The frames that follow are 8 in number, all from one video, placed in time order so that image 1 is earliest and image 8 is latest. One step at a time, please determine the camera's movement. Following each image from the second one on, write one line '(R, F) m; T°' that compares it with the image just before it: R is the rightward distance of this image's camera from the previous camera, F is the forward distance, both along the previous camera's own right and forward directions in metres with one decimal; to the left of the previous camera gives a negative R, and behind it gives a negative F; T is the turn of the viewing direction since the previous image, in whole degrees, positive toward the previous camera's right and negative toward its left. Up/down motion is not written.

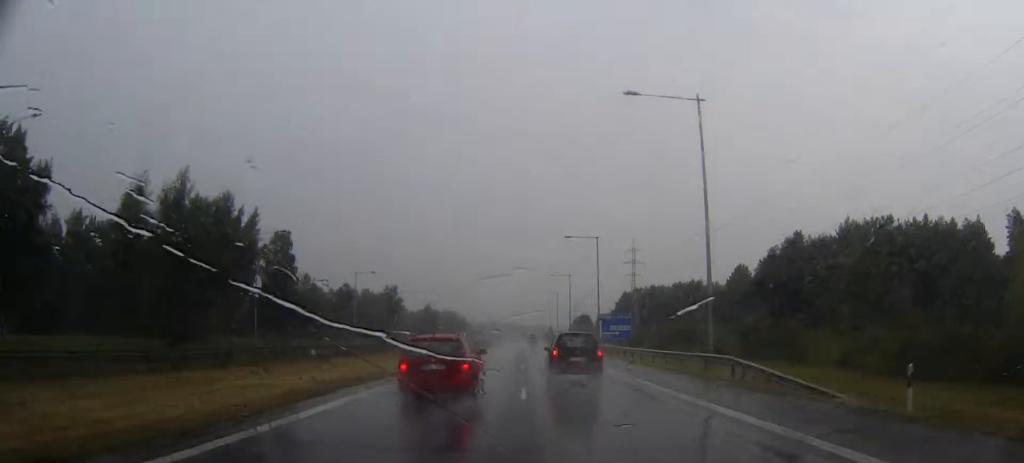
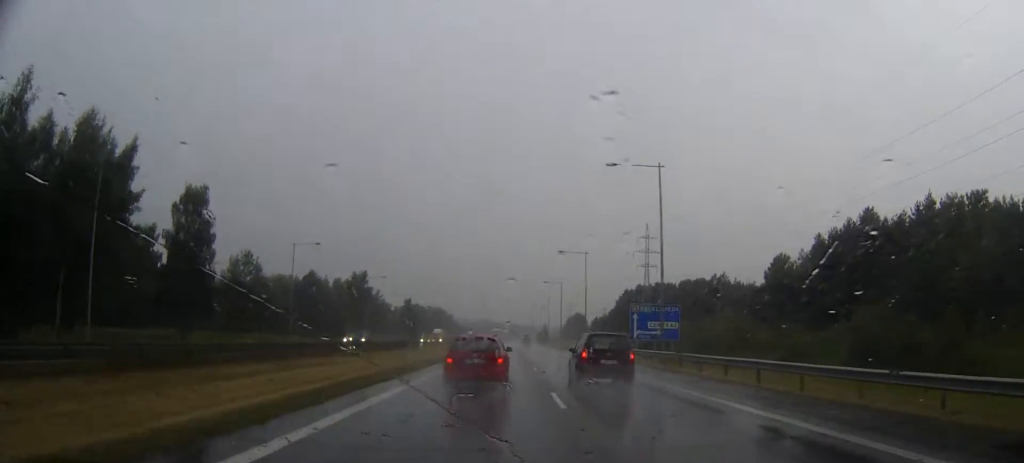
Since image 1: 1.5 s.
(+0.4, +33.5) m; +1°
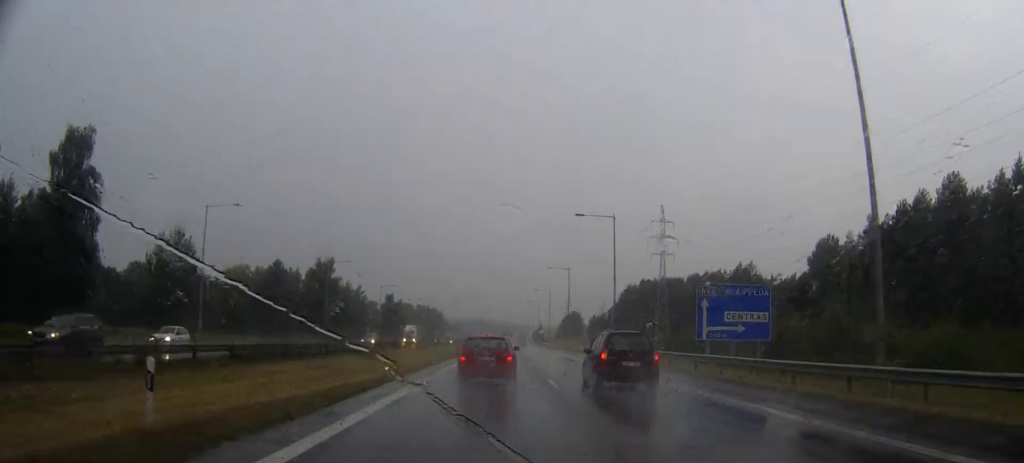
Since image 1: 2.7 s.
(+0.2, +27.2) m; +1°
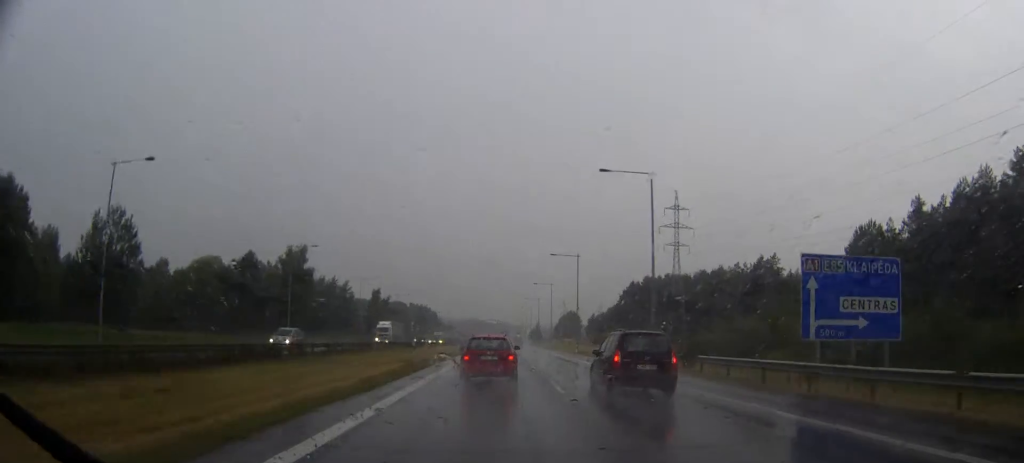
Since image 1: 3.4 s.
(+0.1, +17.4) m; 0°
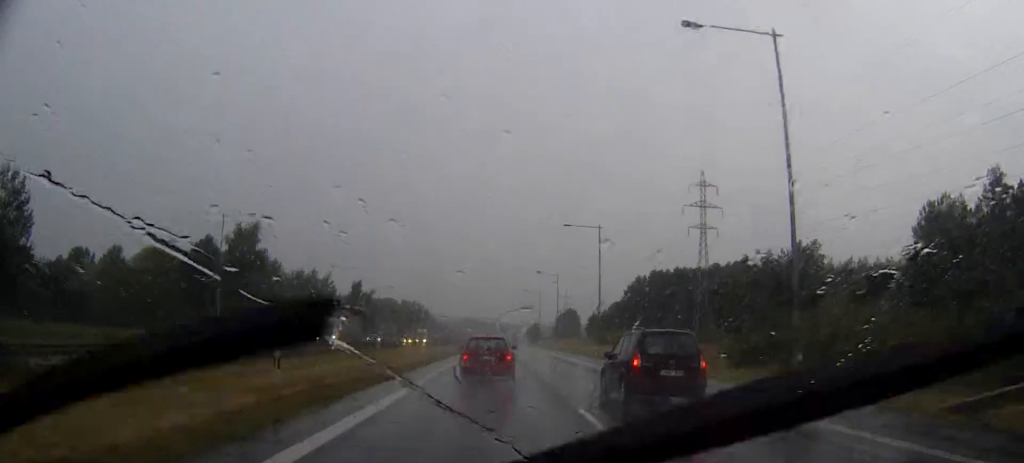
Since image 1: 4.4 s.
(-0.1, +23.3) m; -1°
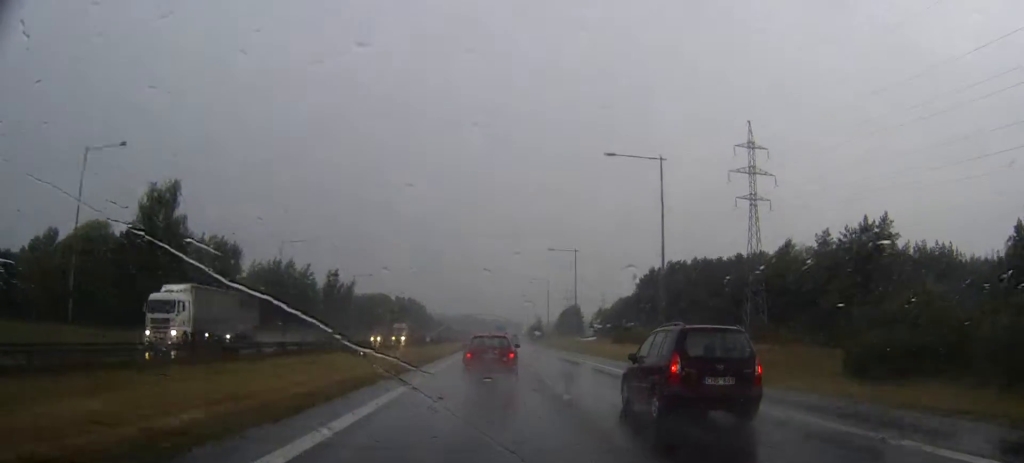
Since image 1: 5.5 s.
(-0.3, +26.6) m; -1°
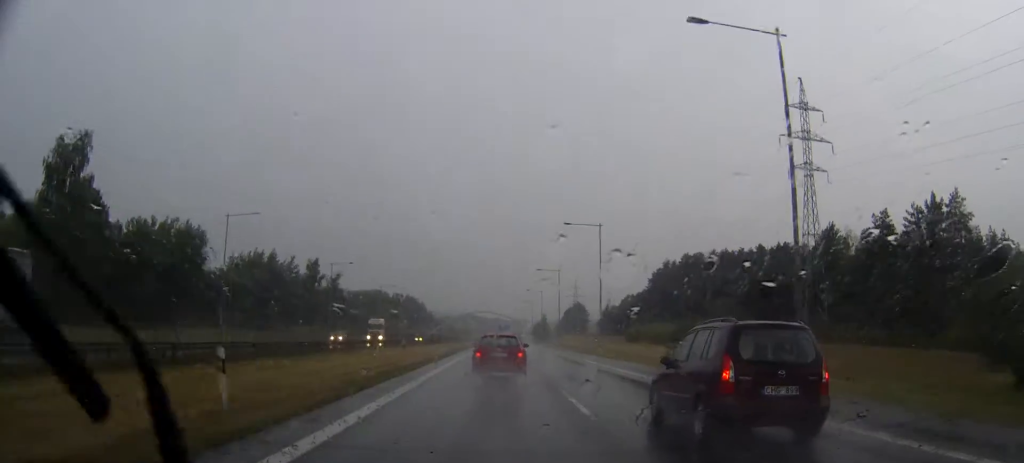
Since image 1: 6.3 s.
(0.0, +19.2) m; 0°
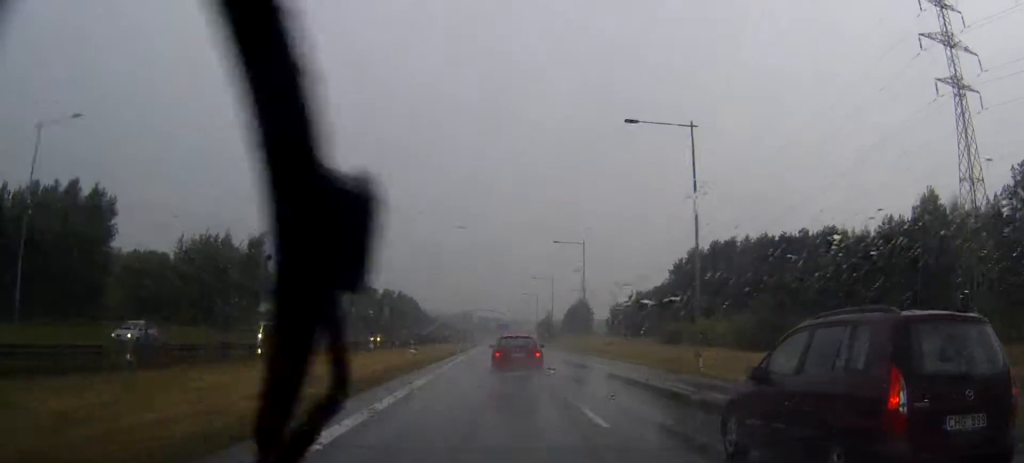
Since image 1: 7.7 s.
(+0.3, +33.8) m; +1°
